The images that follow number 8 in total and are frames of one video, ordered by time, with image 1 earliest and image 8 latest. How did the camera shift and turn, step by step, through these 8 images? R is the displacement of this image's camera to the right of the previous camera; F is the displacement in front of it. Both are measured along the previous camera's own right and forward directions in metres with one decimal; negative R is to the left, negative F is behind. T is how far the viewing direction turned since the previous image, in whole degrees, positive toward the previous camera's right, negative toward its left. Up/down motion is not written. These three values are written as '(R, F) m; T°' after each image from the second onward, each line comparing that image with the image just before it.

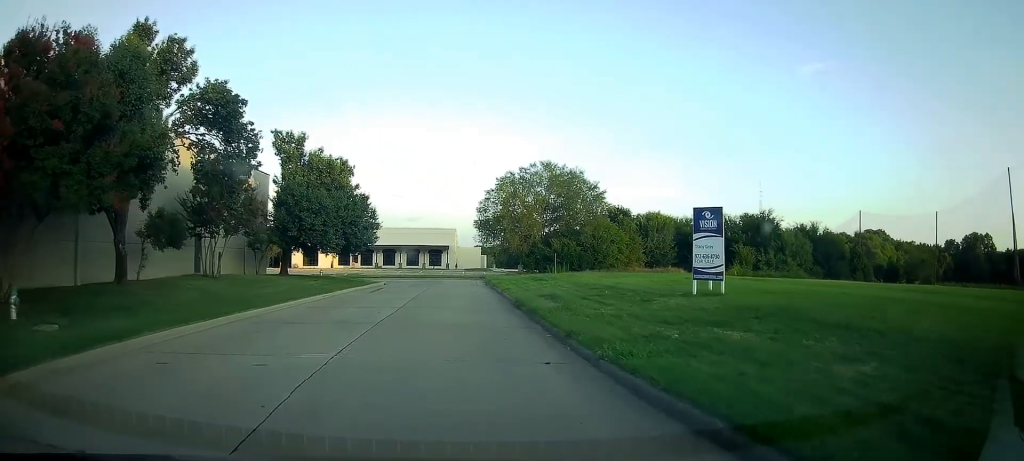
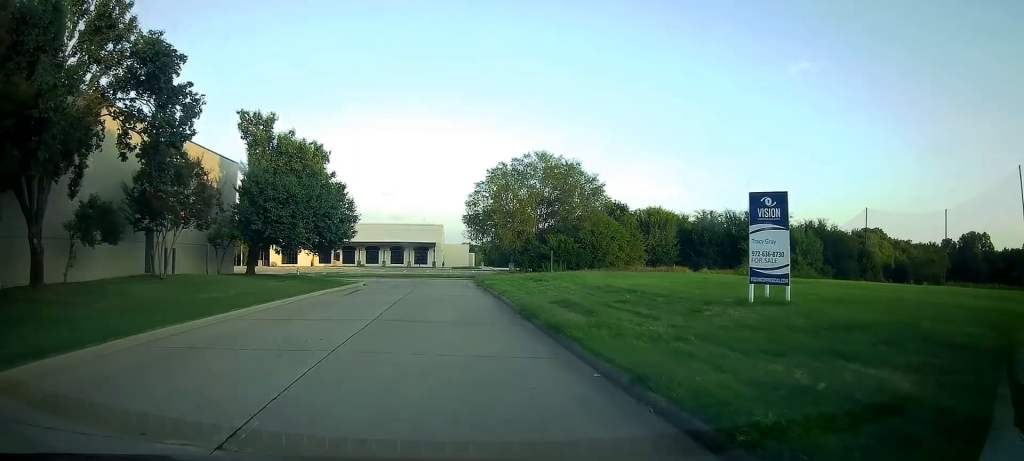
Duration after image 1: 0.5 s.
(0.0, +5.1) m; +2°
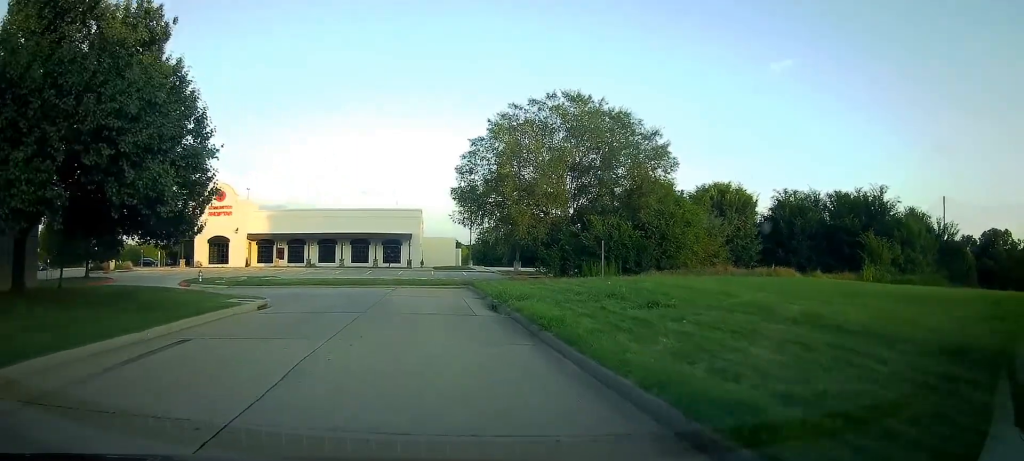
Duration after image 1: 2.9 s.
(+1.5, +21.9) m; +5°
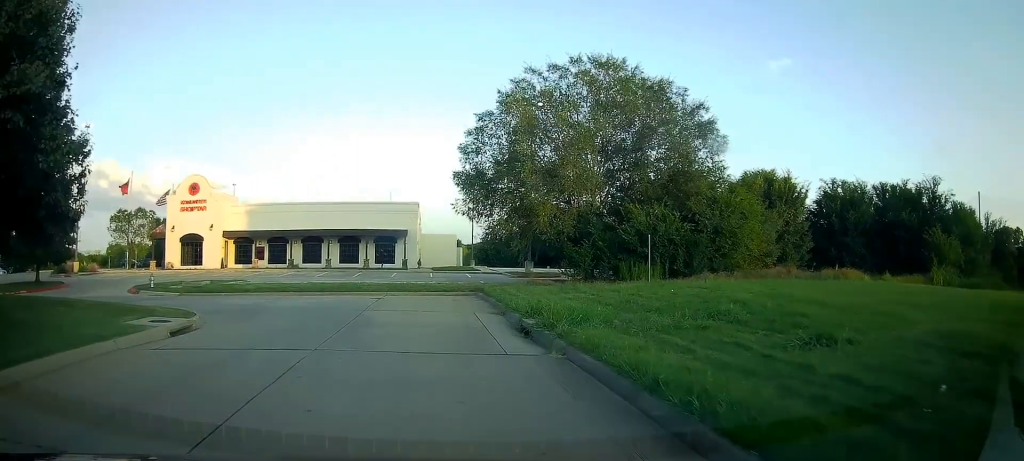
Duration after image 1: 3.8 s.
(-0.1, +7.4) m; -1°
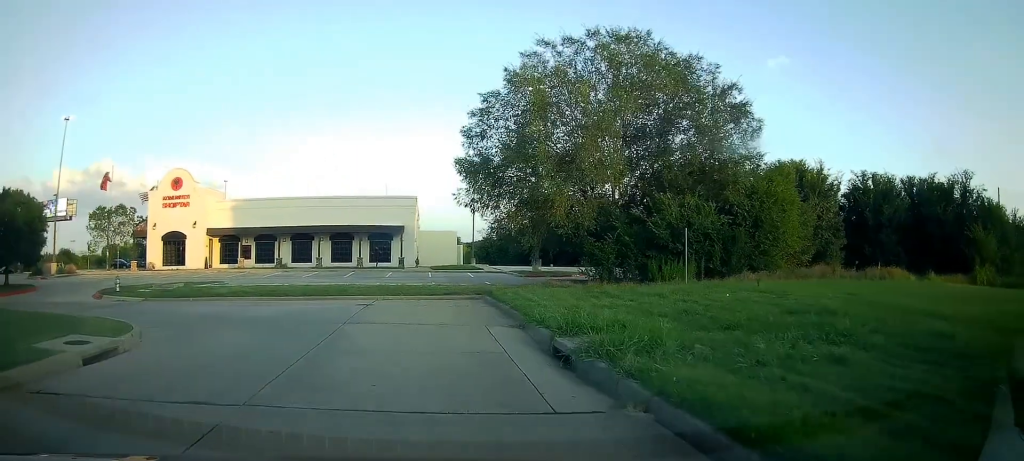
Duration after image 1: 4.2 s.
(-0.3, +3.6) m; -1°
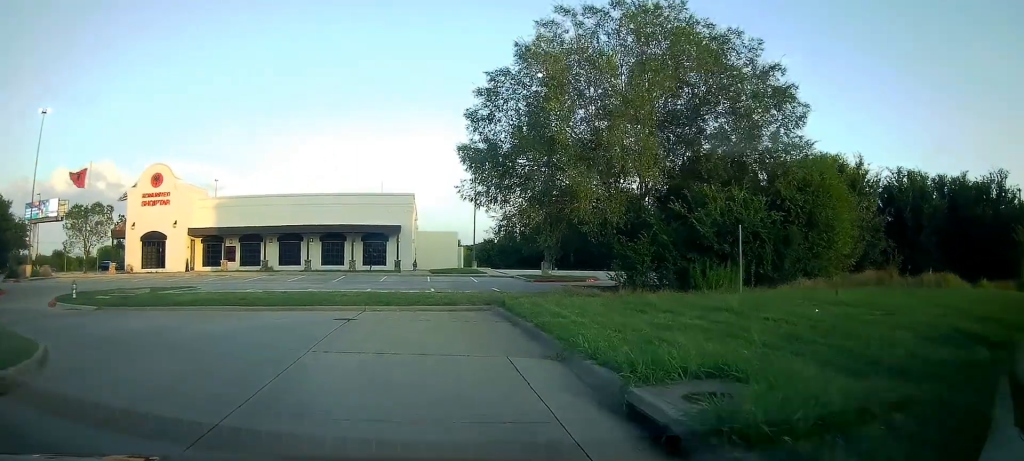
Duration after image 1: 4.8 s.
(+0.1, +4.3) m; +1°
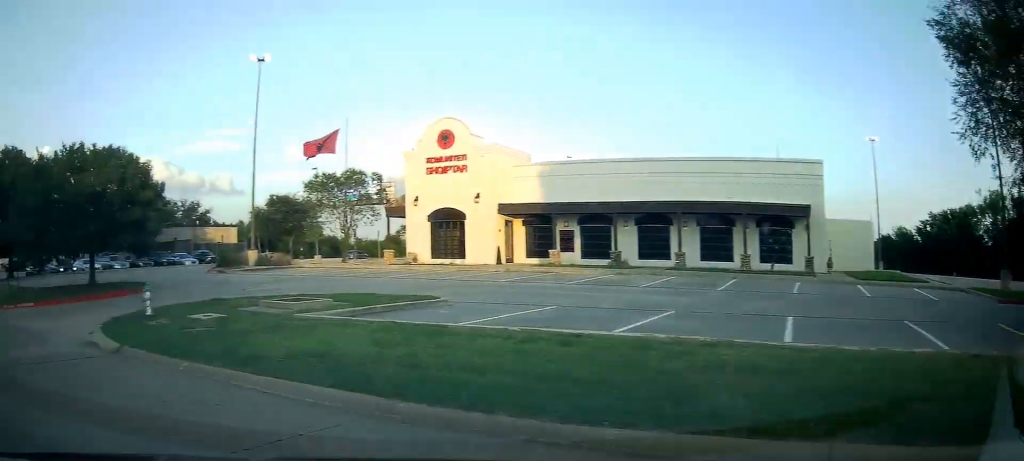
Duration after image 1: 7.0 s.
(-0.1, +14.9) m; -30°
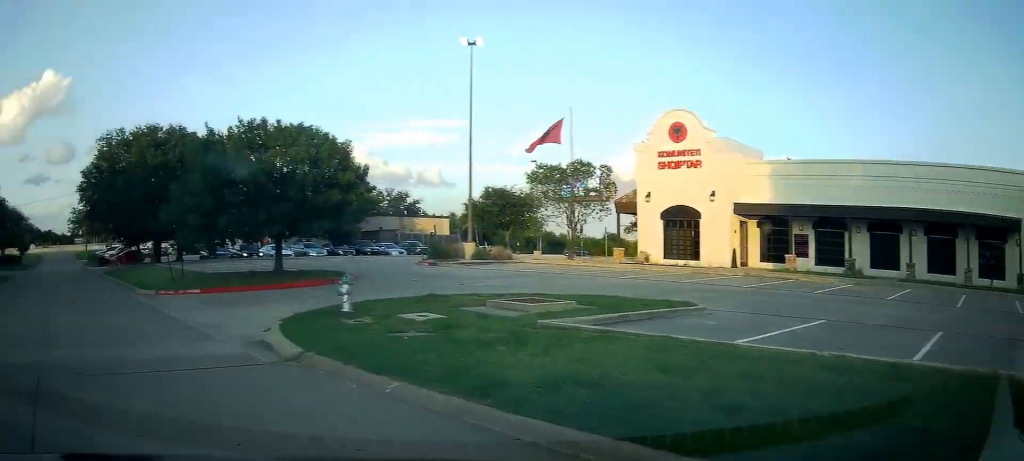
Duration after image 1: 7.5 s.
(+0.3, +2.2) m; -18°
